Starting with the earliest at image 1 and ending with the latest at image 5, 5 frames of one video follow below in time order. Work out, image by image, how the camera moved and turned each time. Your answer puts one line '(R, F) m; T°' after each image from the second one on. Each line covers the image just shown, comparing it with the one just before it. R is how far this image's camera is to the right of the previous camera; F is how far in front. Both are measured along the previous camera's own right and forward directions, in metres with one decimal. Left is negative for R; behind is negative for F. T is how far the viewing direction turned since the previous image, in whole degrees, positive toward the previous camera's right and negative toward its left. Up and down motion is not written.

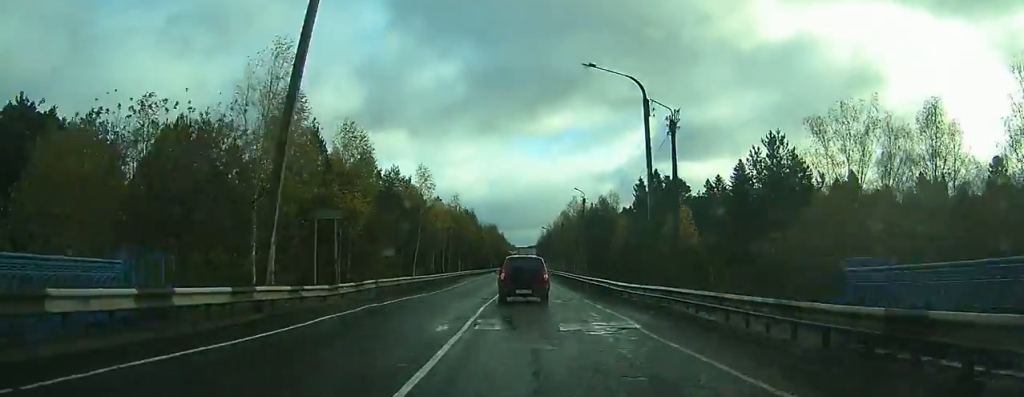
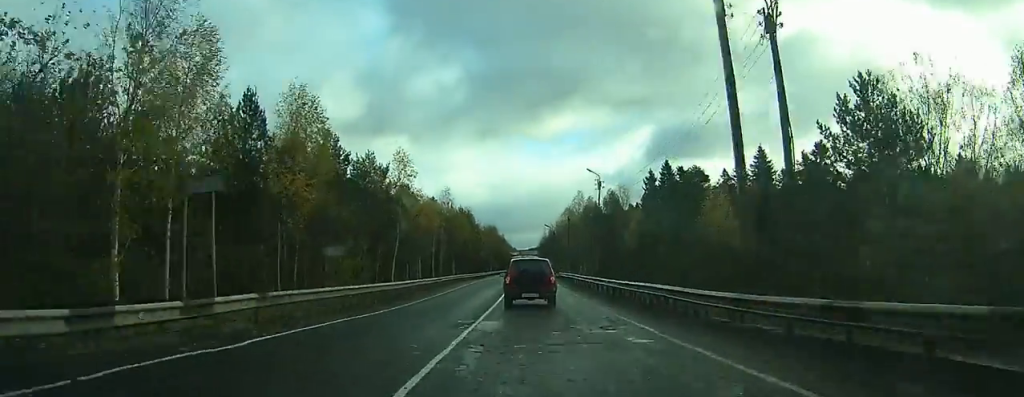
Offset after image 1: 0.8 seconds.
(+0.1, +11.4) m; 0°
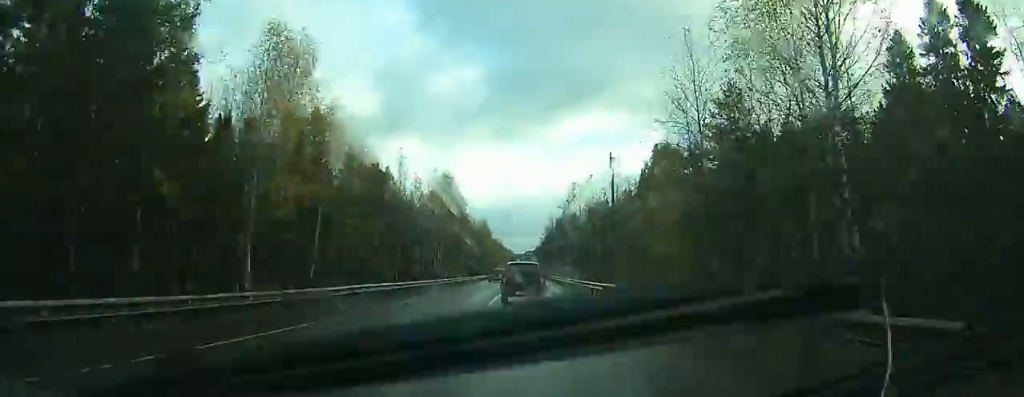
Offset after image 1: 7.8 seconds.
(-0.3, +103.4) m; 0°
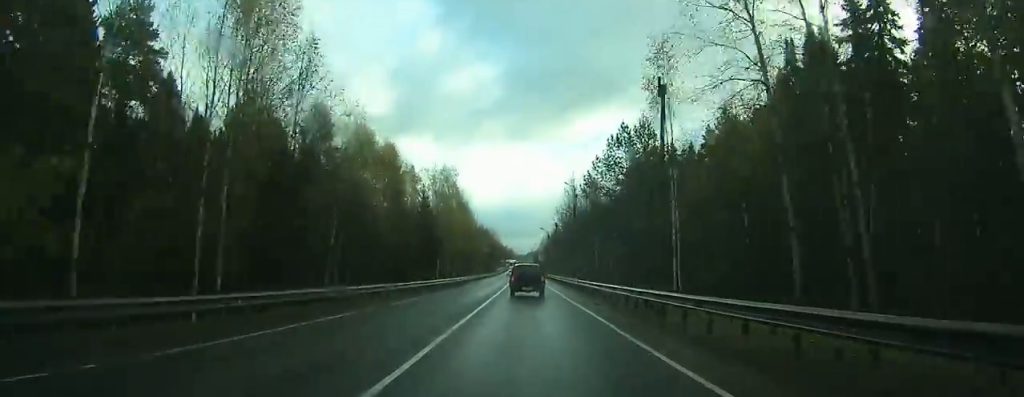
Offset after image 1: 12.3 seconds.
(+0.8, +74.4) m; +1°
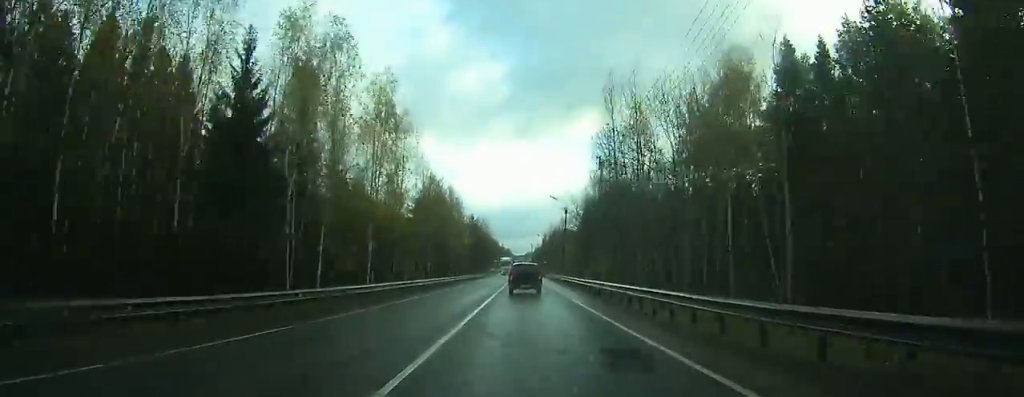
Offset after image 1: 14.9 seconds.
(+0.2, +44.3) m; 0°
